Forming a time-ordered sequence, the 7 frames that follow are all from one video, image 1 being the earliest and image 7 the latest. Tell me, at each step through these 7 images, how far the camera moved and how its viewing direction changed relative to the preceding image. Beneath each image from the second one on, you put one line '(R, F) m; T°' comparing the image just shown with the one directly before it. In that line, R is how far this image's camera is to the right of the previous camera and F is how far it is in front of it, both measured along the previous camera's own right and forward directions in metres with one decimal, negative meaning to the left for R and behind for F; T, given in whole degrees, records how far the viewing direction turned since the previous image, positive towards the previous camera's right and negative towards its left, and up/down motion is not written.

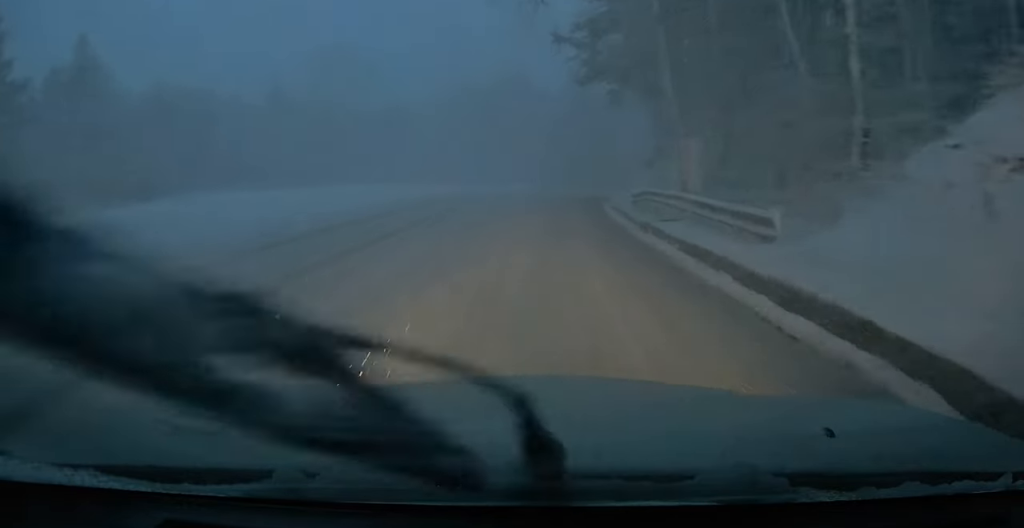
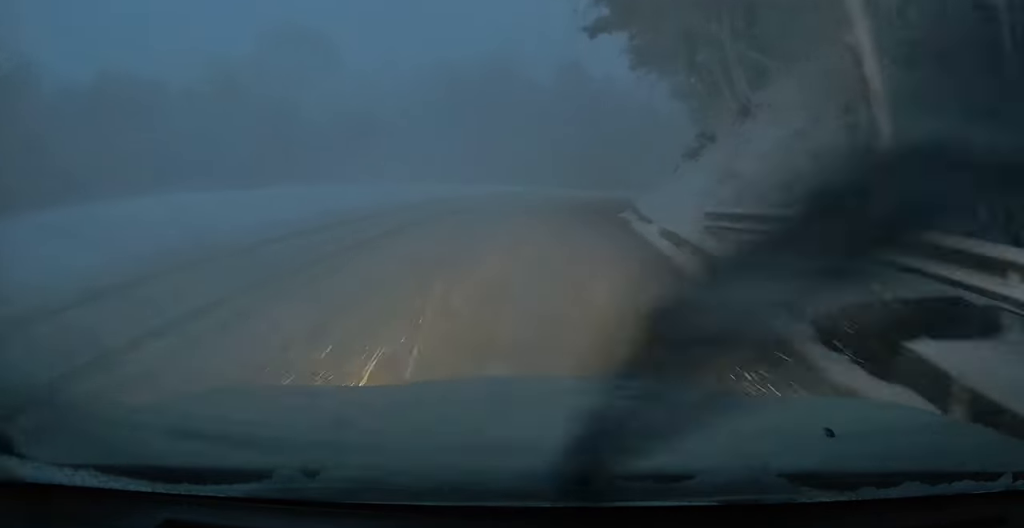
(-0.2, +9.2) m; +1°
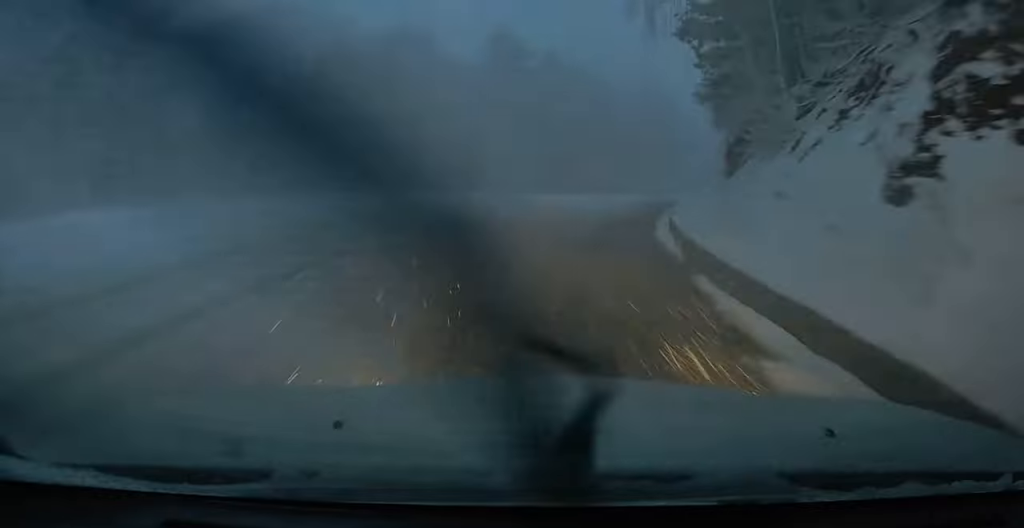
(+1.1, +14.9) m; +8°
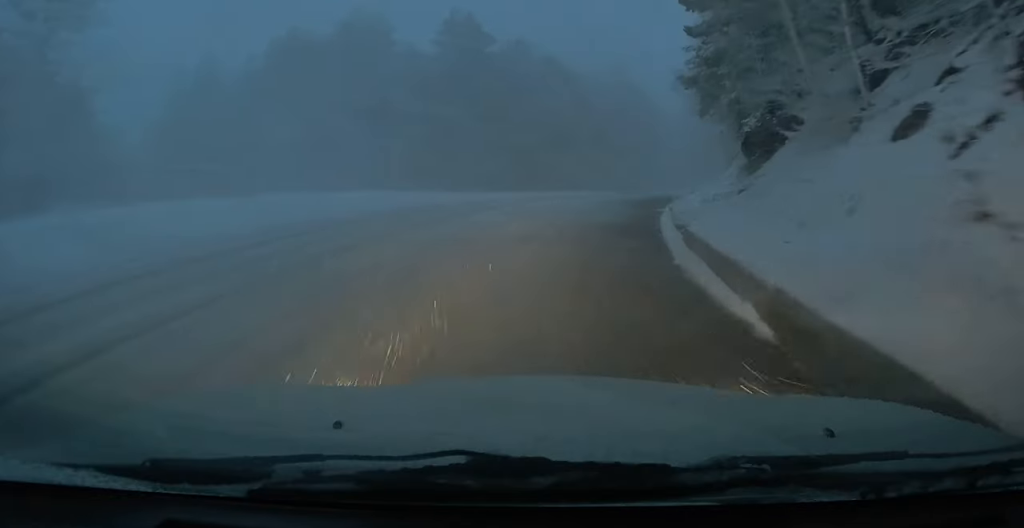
(+0.1, +4.6) m; +1°
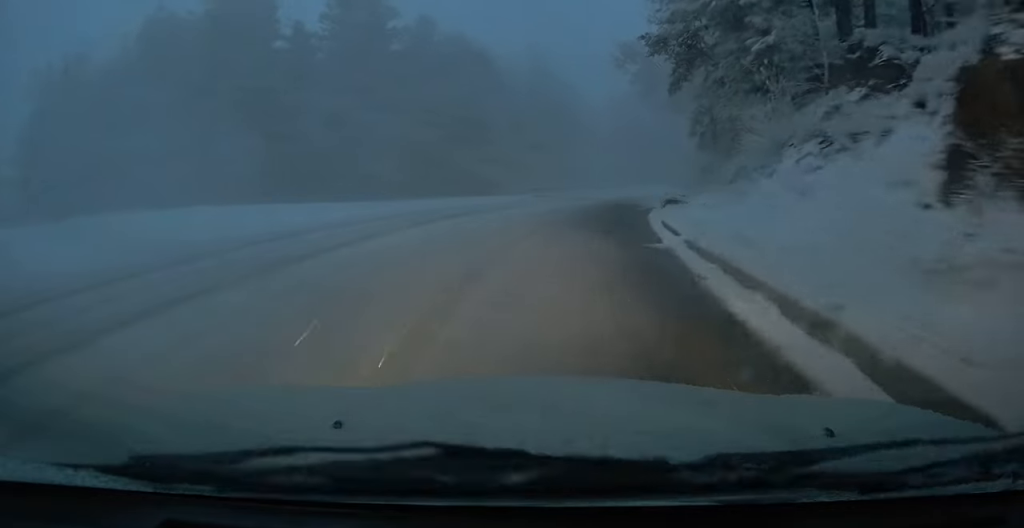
(+0.2, +10.8) m; +6°
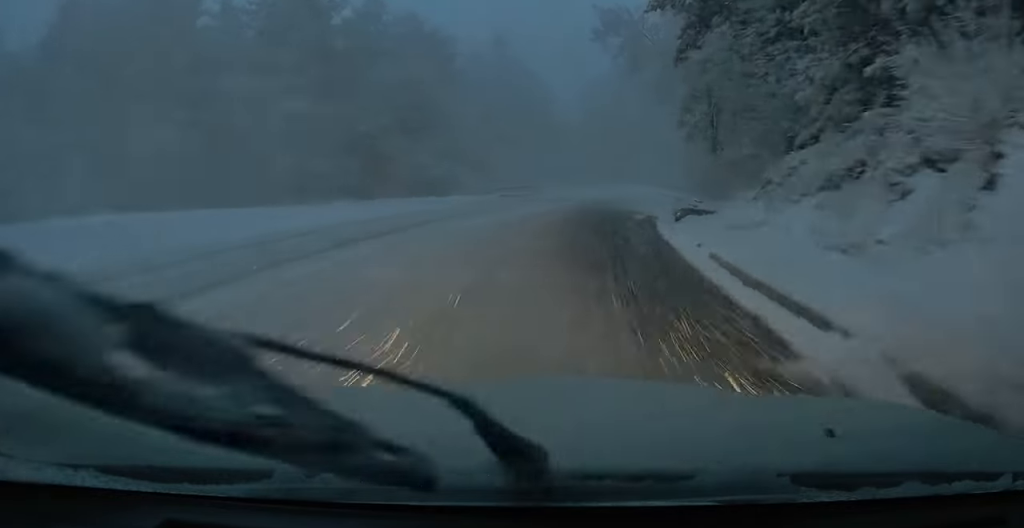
(+0.6, +7.4) m; +4°
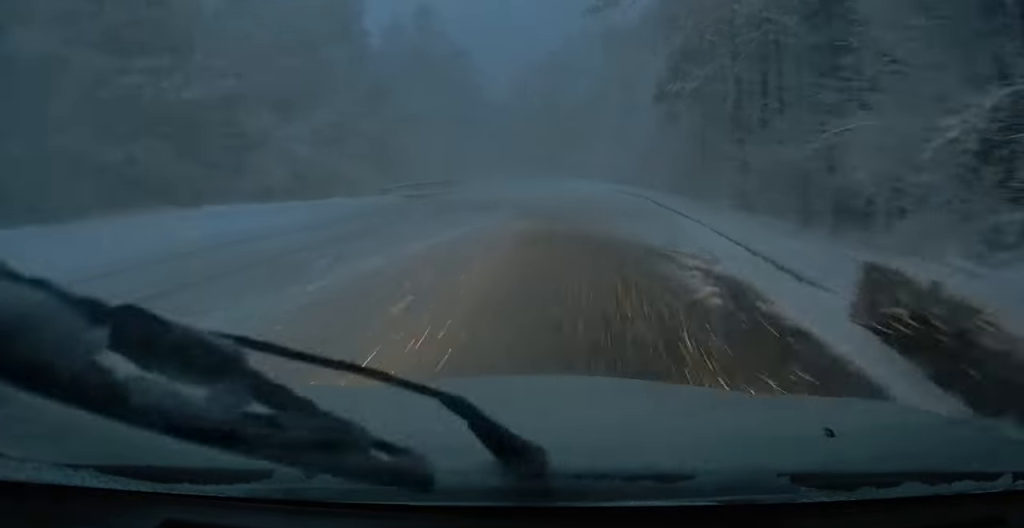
(+0.4, +13.3) m; +4°
